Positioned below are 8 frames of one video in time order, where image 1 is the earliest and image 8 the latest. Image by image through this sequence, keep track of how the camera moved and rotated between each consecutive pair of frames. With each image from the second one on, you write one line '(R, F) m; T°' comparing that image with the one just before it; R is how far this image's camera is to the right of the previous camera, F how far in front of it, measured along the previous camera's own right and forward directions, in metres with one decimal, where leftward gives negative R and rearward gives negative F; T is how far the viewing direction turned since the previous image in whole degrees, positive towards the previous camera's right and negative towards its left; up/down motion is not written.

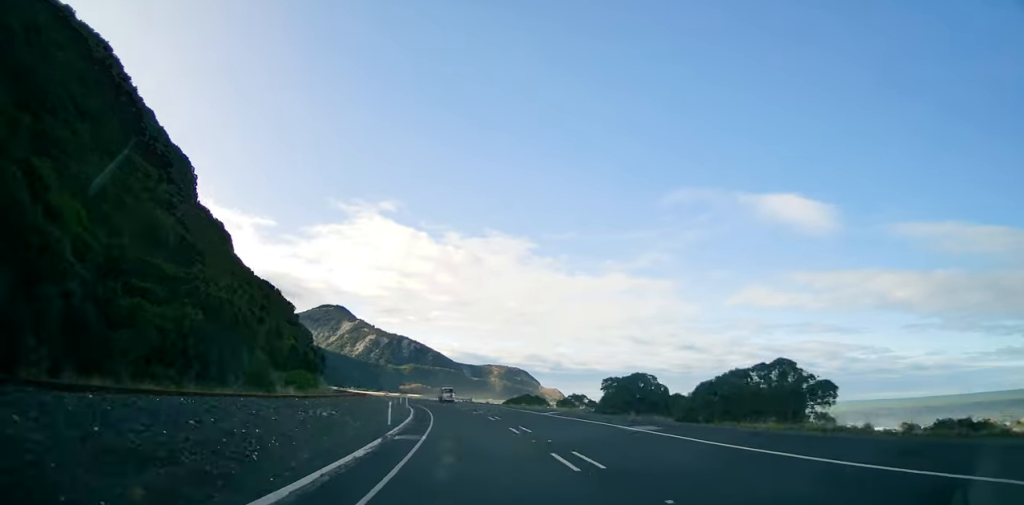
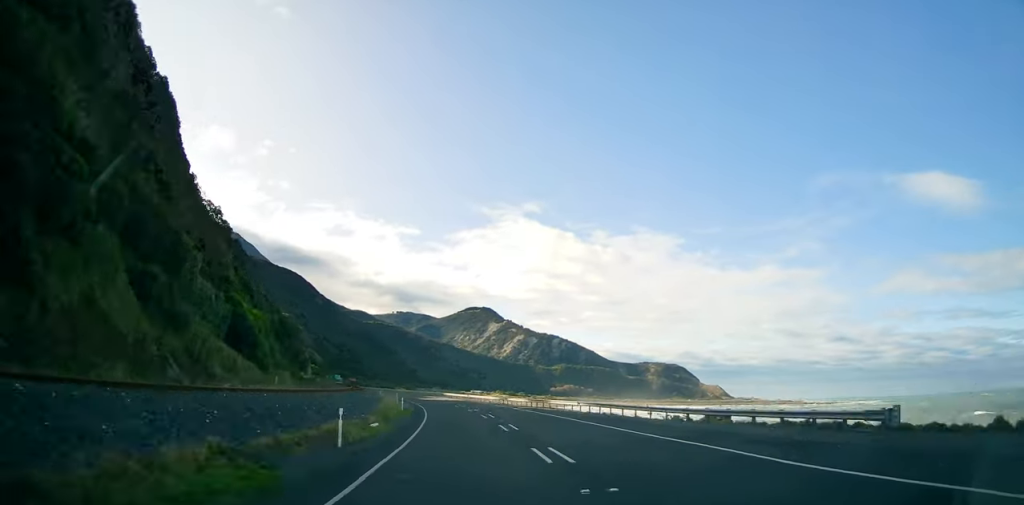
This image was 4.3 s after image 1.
(-11.8, +87.5) m; -15°
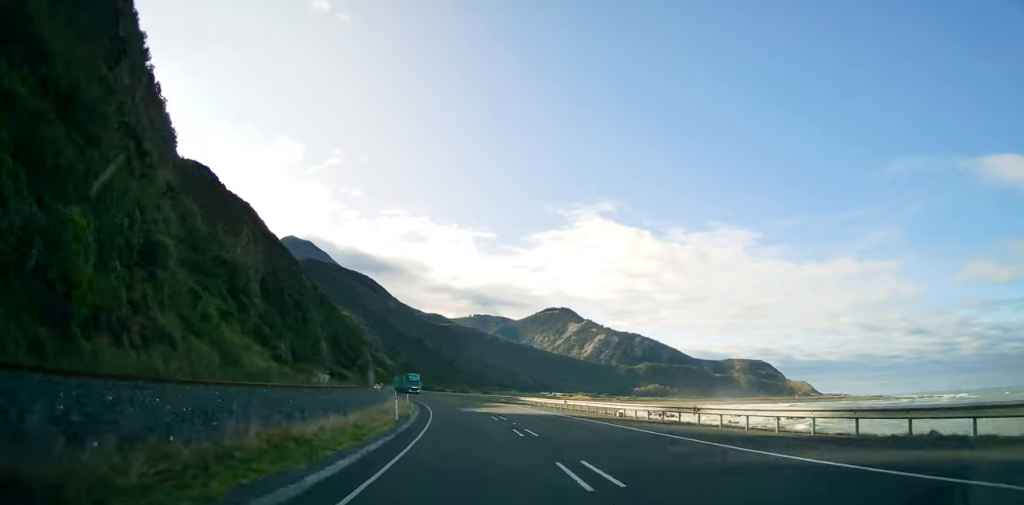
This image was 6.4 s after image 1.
(-2.8, +43.2) m; -7°
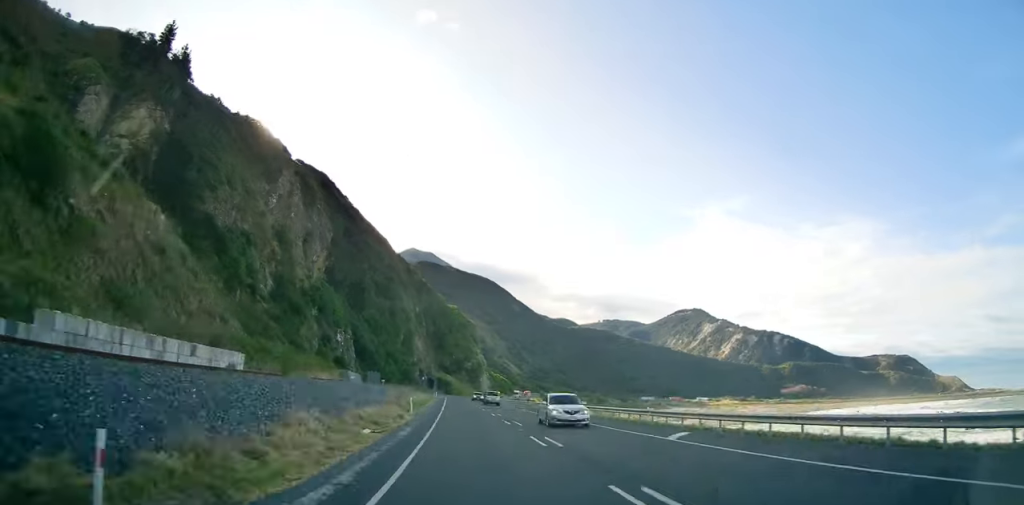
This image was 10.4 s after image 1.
(-9.9, +83.0) m; -10°
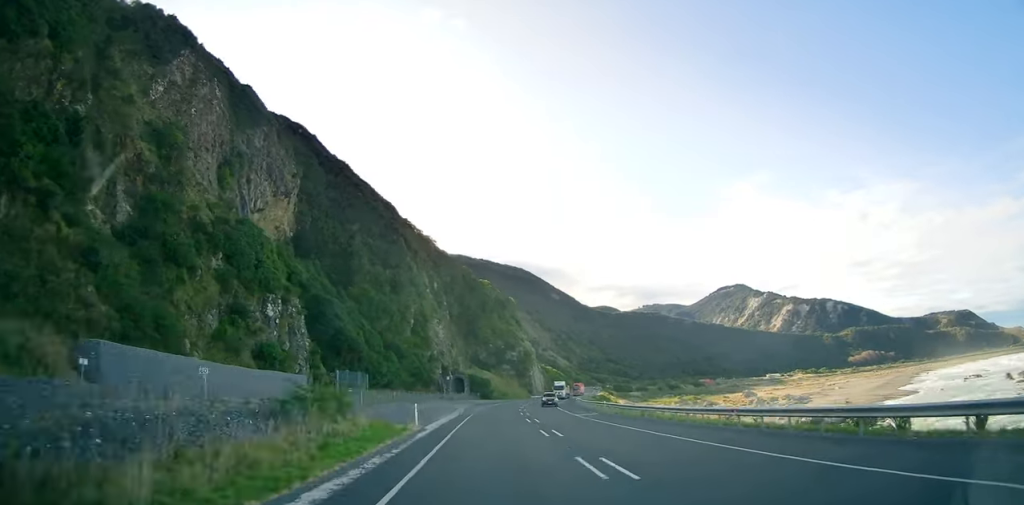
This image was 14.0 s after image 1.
(-2.8, +76.0) m; -1°
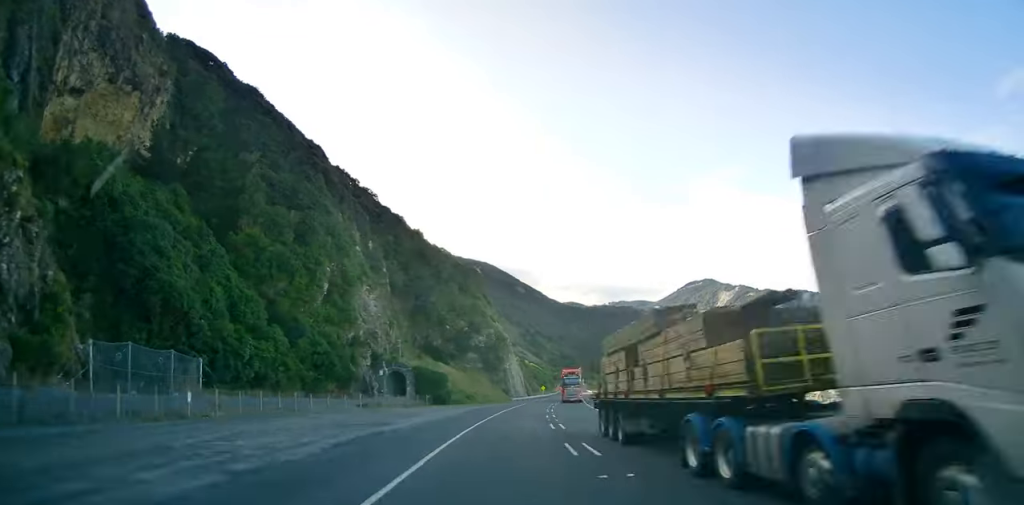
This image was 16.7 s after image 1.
(+1.8, +57.3) m; +5°
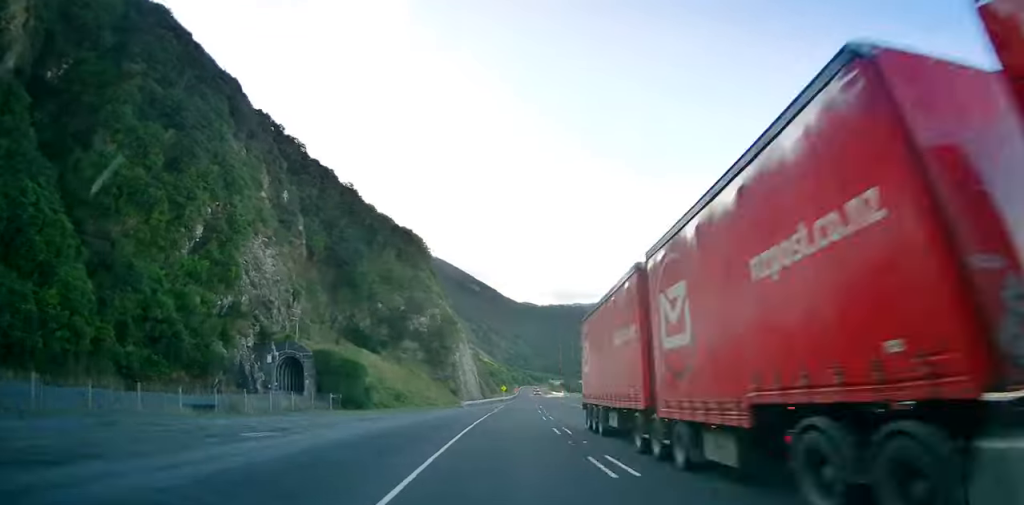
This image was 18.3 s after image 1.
(+1.1, +33.9) m; +2°
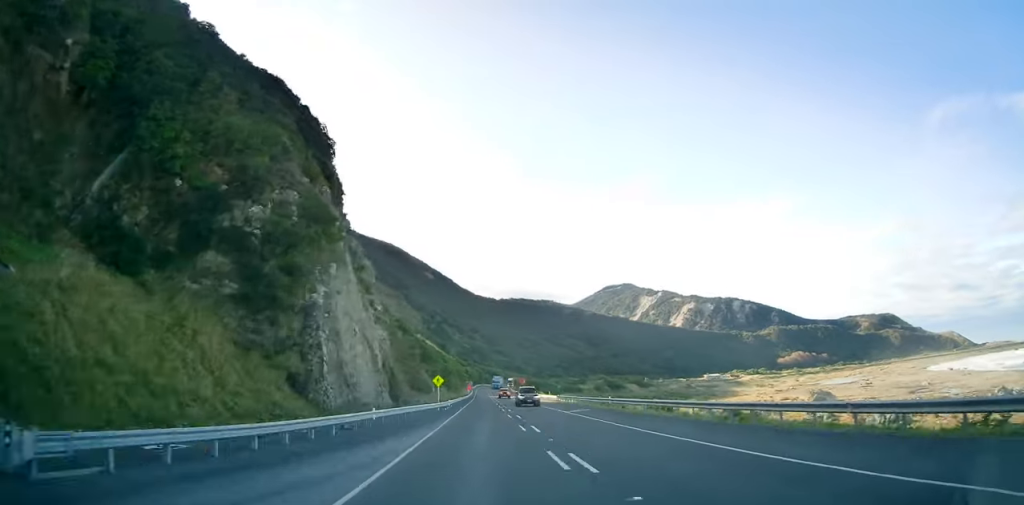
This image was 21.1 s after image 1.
(+2.5, +58.9) m; +3°
